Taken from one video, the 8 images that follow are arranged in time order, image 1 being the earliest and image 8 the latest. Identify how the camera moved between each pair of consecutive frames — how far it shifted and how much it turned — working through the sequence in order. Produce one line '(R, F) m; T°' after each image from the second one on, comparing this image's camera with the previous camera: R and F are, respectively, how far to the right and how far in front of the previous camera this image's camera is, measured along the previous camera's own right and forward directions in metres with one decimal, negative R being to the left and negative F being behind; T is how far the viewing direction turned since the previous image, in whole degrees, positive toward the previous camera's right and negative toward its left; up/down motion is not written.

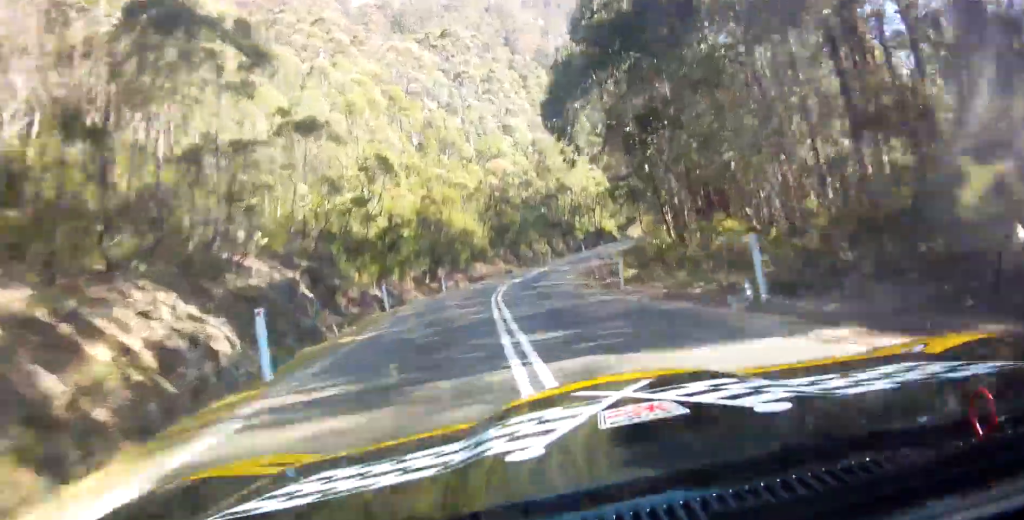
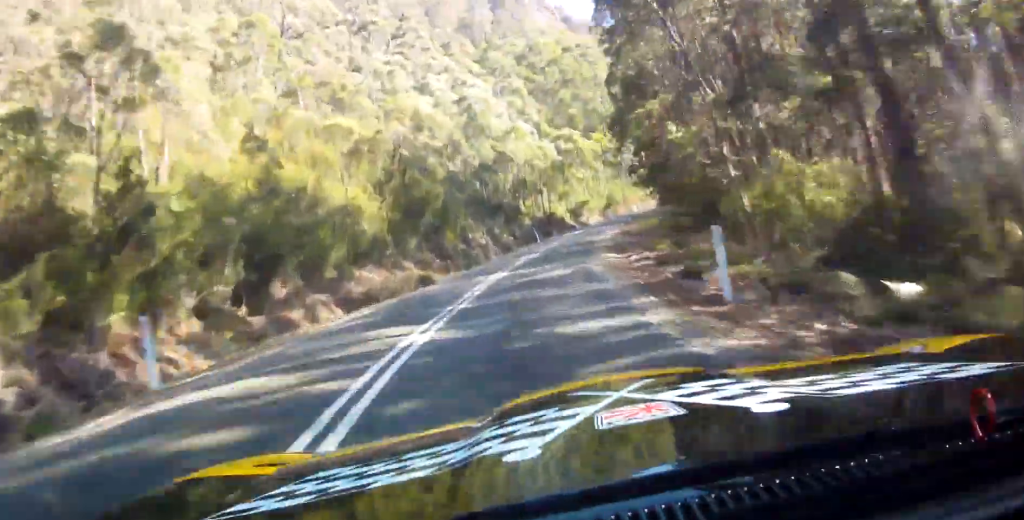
(+2.0, +33.7) m; +7°
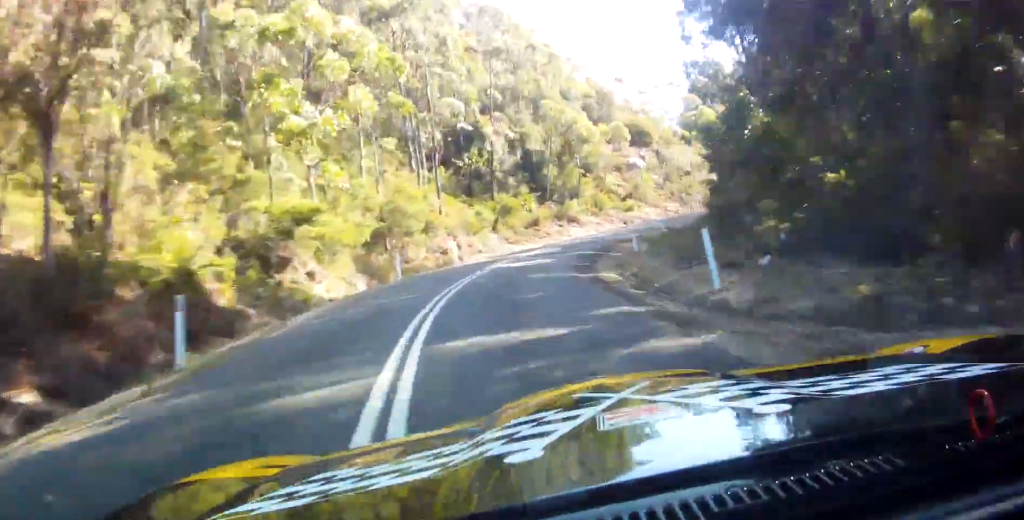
(+5.9, +87.5) m; +8°
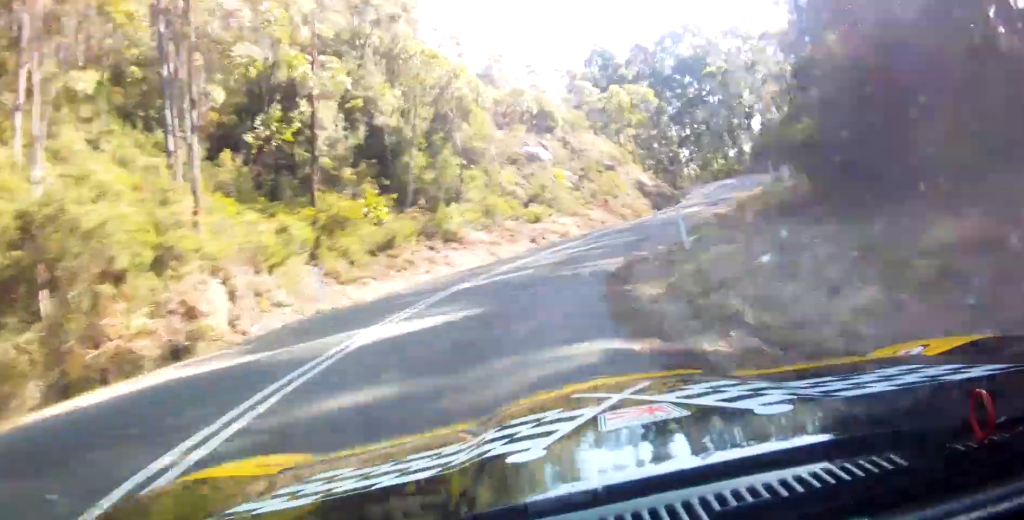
(+0.3, +25.3) m; +7°
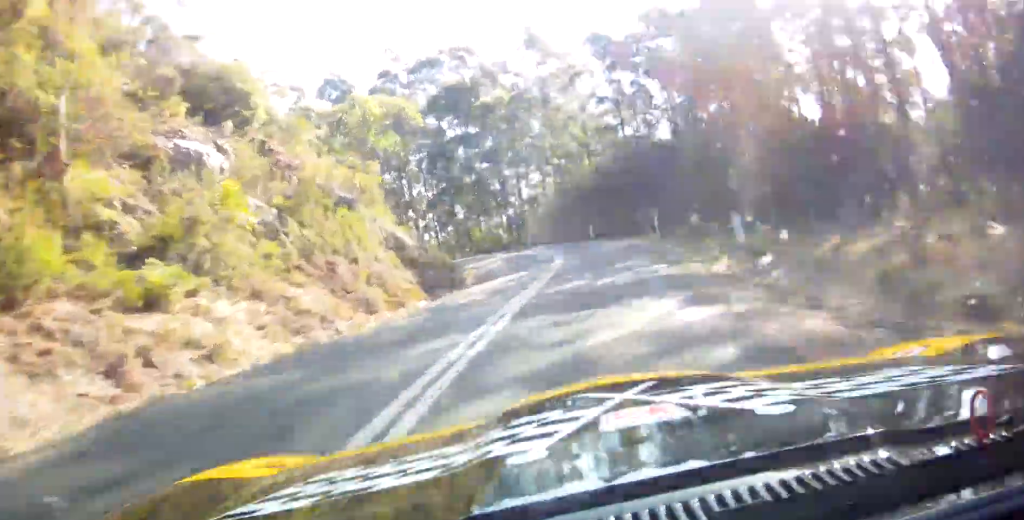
(+3.5, +28.3) m; +9°
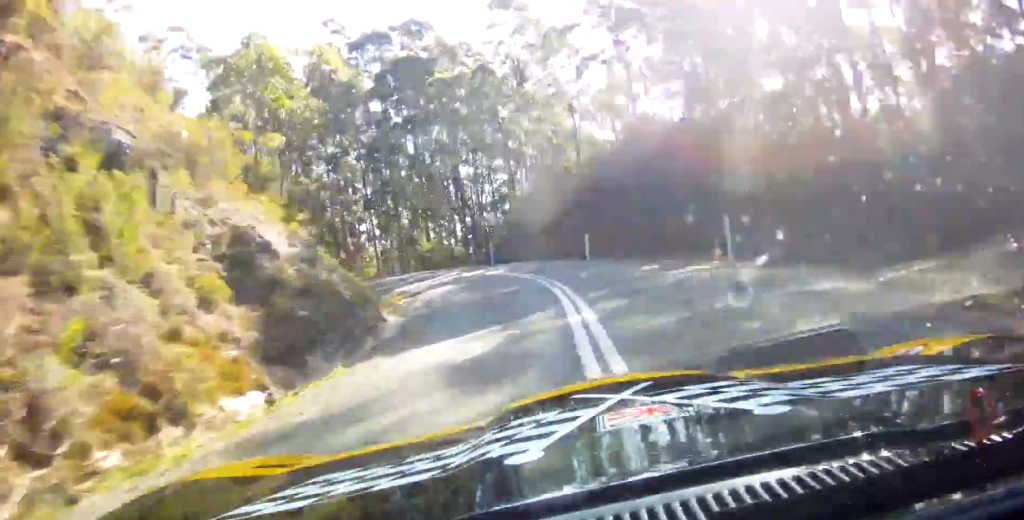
(+0.6, +15.2) m; 0°
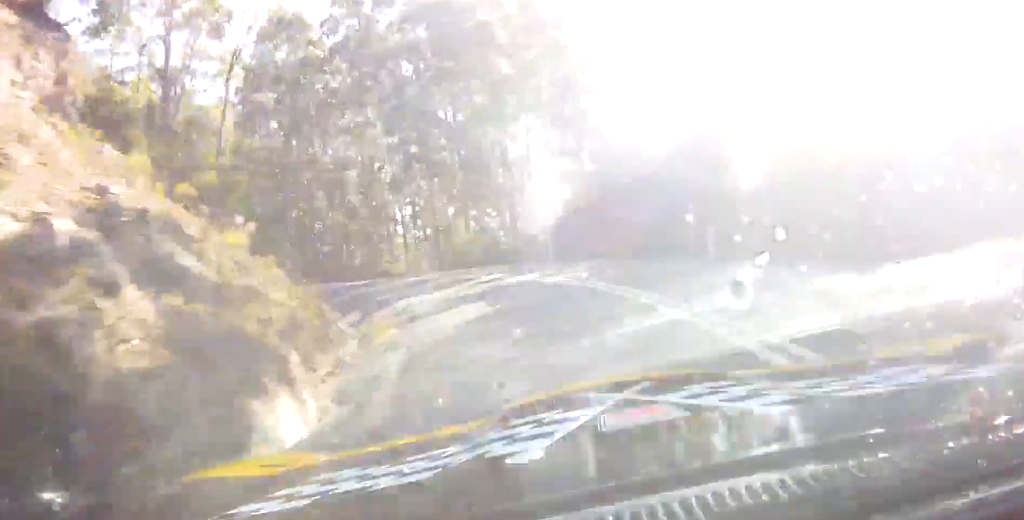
(+0.3, +12.8) m; 0°
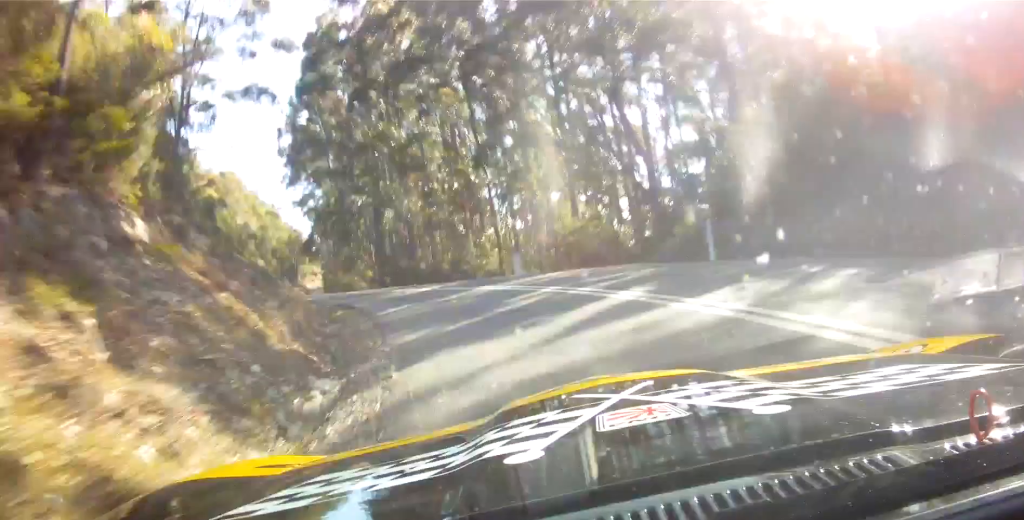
(-0.3, +11.5) m; -2°
